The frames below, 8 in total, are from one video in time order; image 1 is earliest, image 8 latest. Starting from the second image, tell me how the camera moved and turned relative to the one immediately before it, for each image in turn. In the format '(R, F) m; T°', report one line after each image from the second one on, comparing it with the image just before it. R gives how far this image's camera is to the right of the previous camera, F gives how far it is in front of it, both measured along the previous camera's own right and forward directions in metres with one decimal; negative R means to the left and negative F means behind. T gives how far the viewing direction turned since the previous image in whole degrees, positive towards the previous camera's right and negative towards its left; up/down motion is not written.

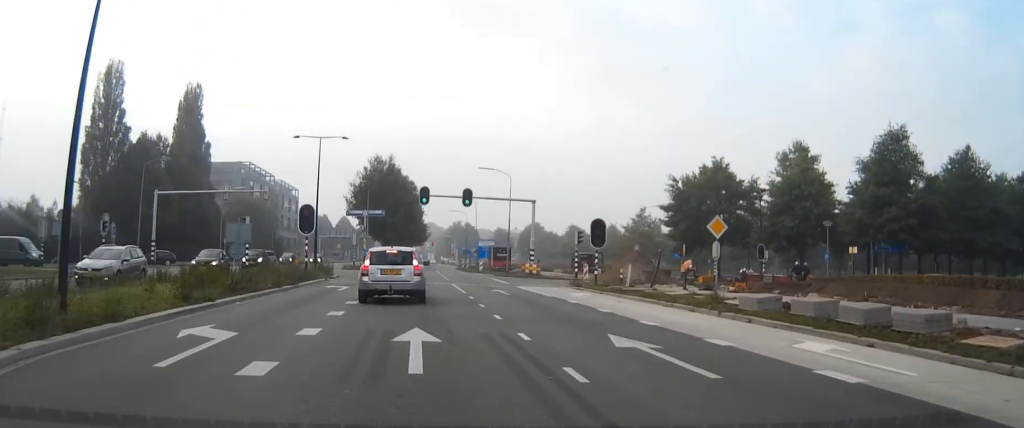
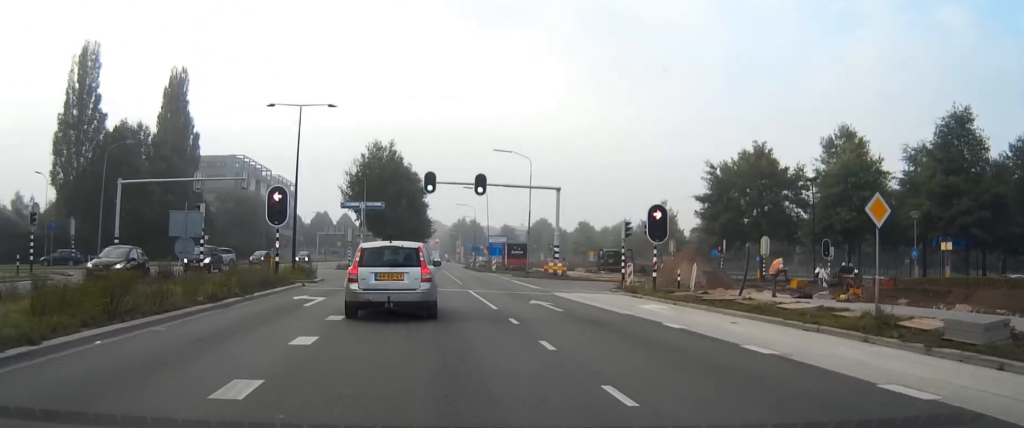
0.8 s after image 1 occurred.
(0.0, +10.5) m; 0°
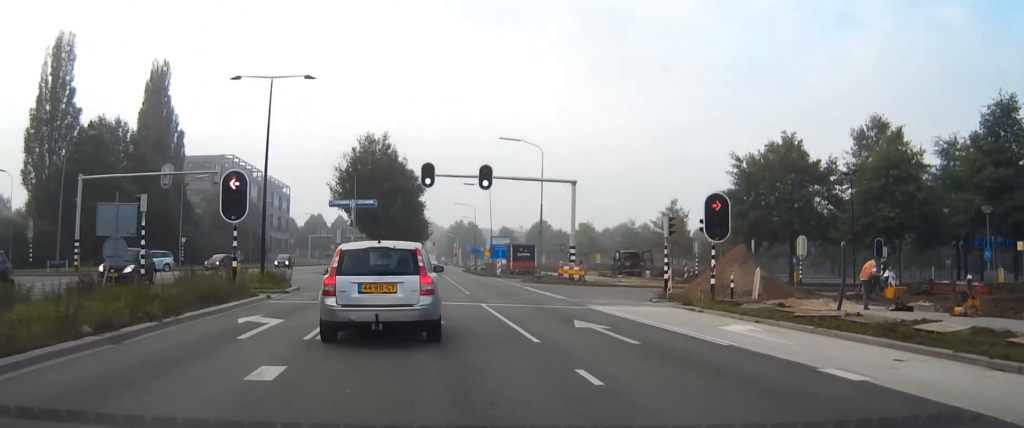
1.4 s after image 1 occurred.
(0.0, +8.6) m; 0°
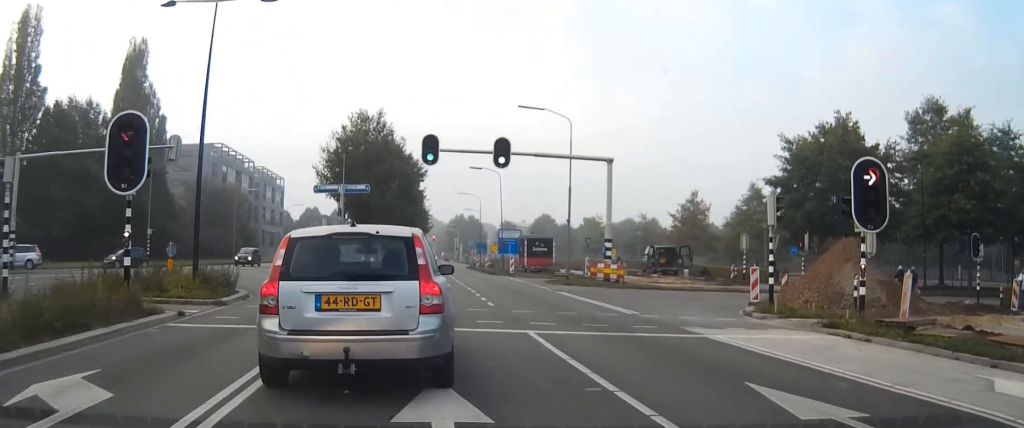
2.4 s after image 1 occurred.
(0.0, +13.1) m; 0°
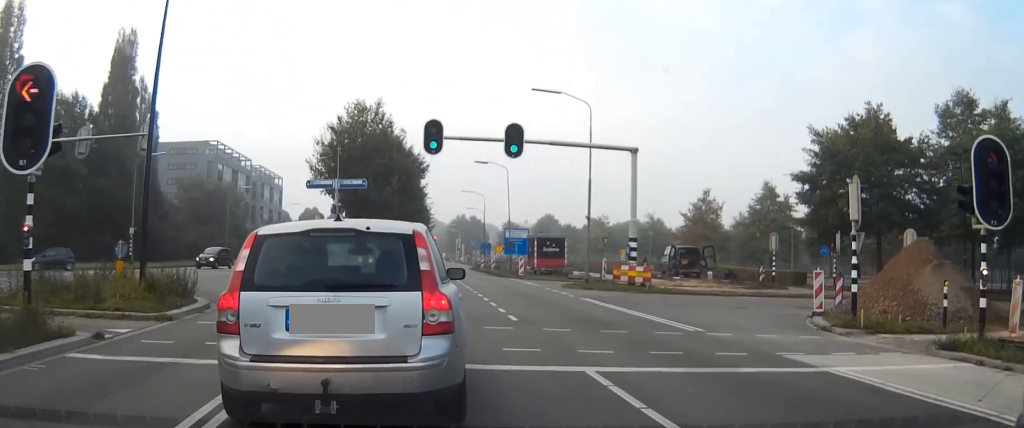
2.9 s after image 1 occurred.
(0.0, +7.7) m; 0°
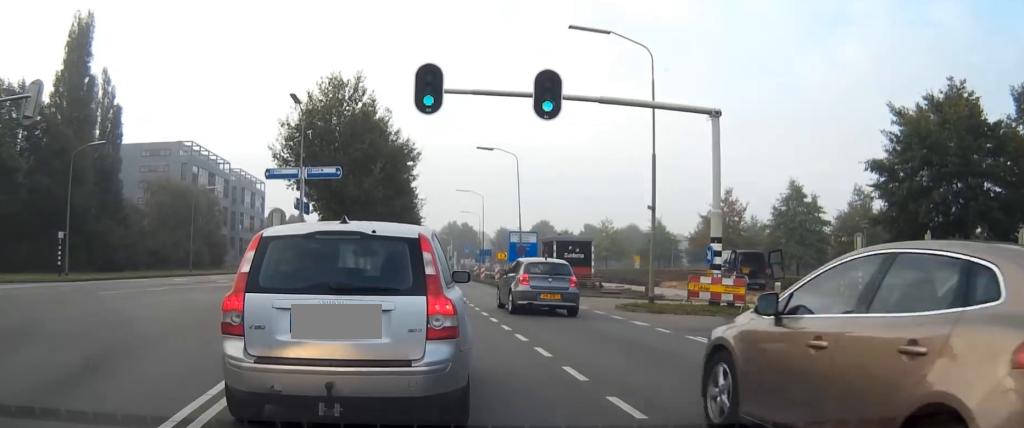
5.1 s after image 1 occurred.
(0.0, +13.6) m; +2°
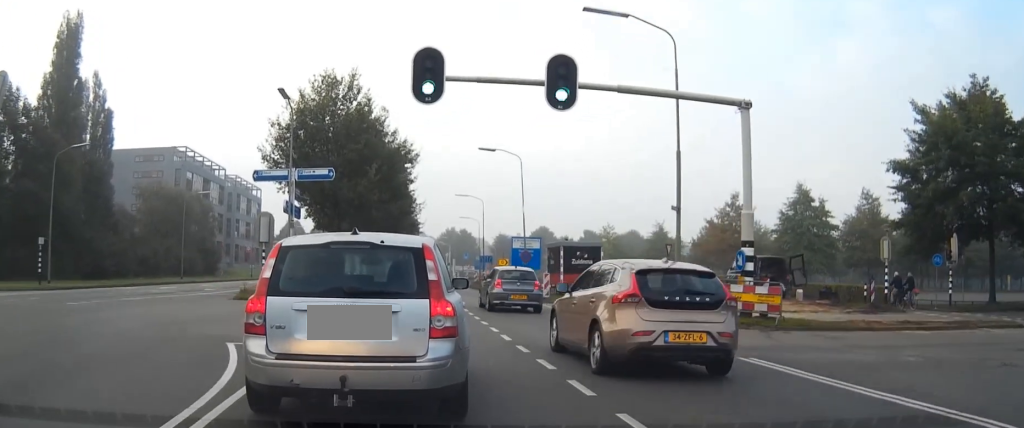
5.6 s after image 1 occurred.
(+0.1, +2.6) m; +2°
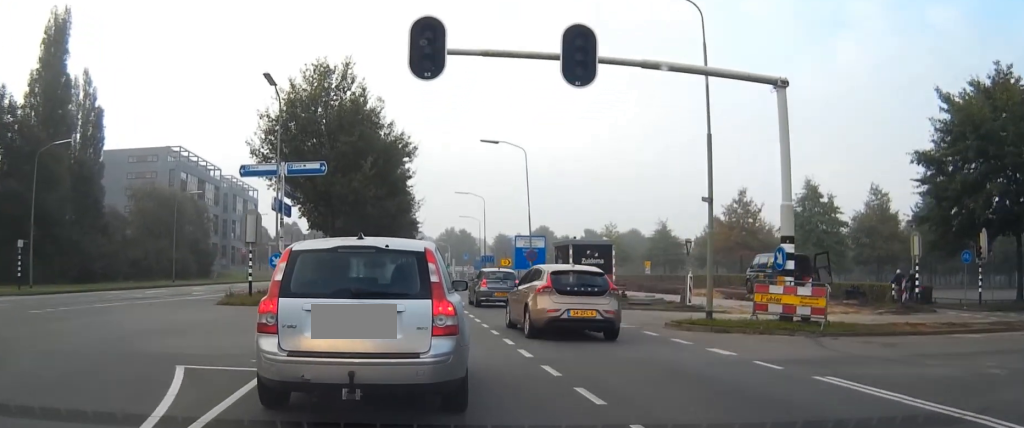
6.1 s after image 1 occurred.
(0.0, +2.3) m; +2°
